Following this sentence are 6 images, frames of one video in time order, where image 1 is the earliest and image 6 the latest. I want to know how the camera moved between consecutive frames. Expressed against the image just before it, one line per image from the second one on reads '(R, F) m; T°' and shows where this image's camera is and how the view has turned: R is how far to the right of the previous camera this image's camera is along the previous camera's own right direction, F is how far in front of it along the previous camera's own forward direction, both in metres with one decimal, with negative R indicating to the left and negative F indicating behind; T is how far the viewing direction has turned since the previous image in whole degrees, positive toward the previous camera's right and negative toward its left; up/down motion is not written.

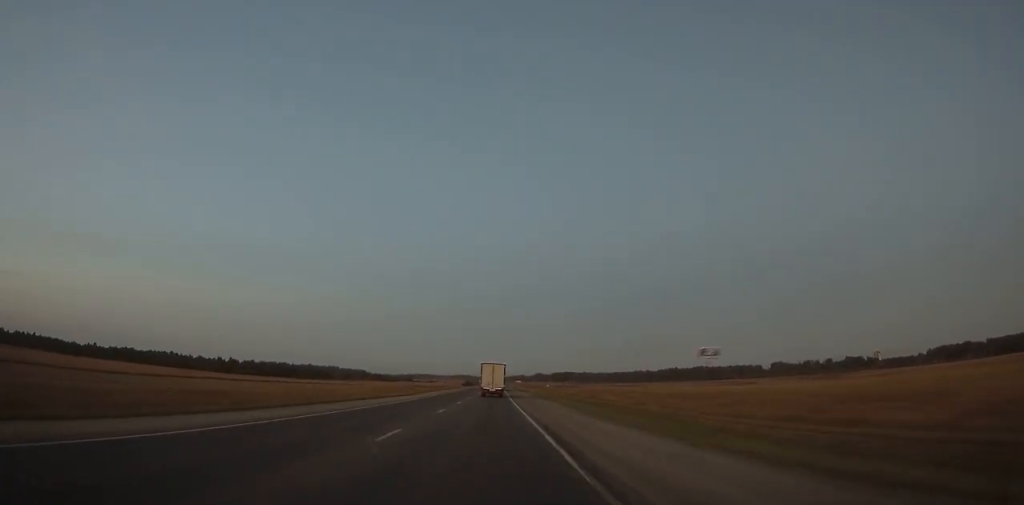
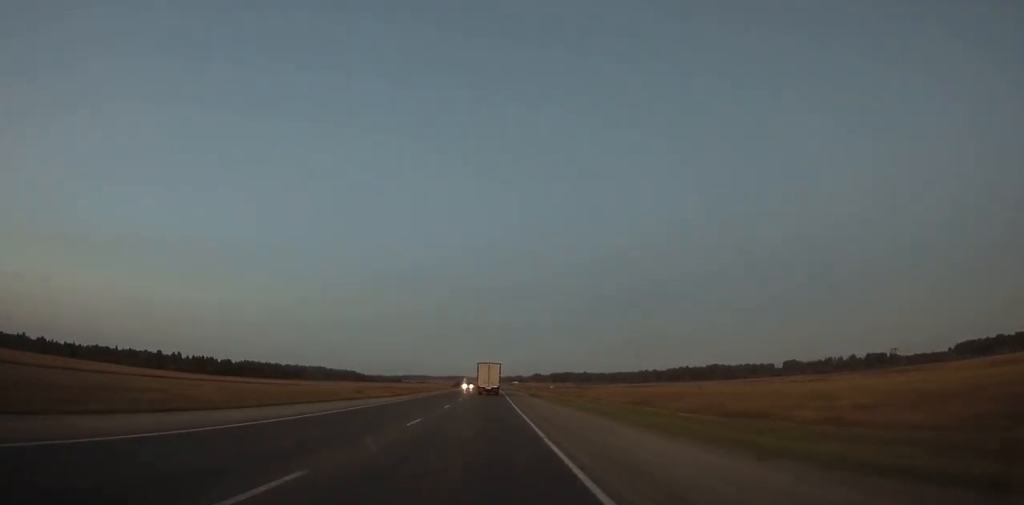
(0.0, +66.8) m; 0°
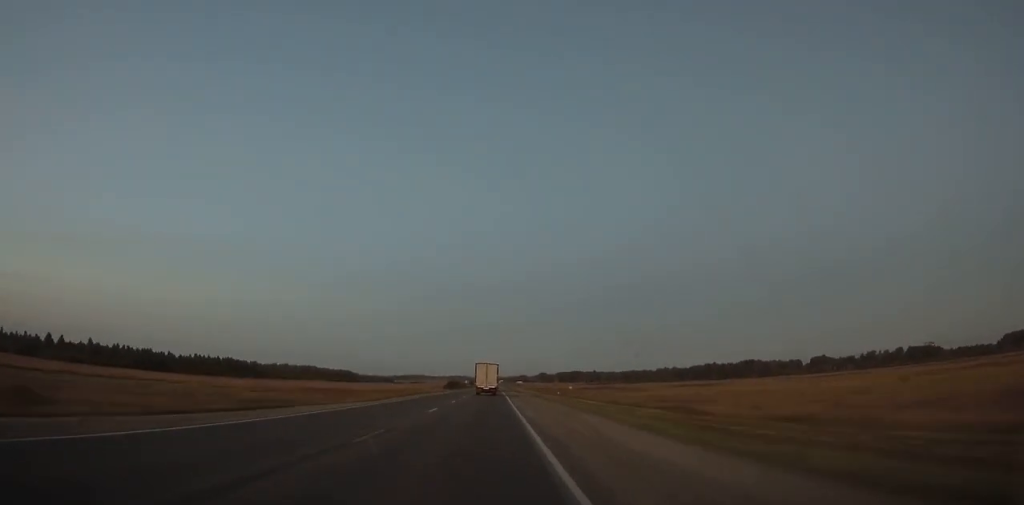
(+0.5, +87.9) m; 0°
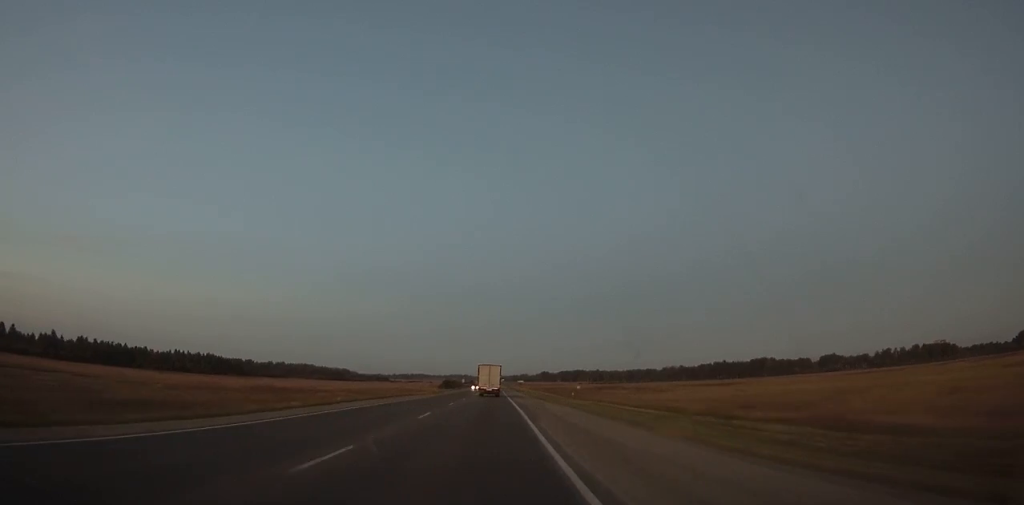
(+0.1, +27.6) m; 0°
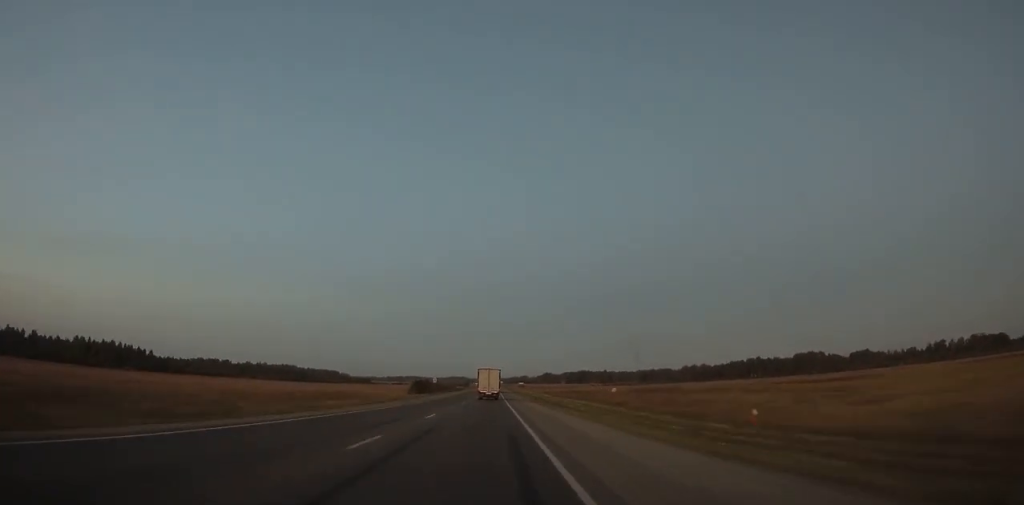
(-0.2, +93.6) m; 0°
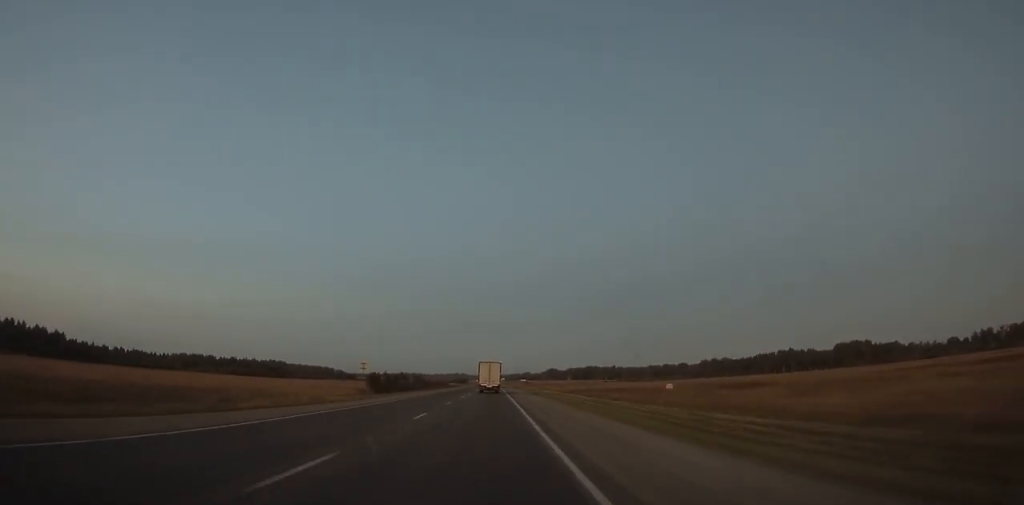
(-0.1, +64.3) m; 0°
